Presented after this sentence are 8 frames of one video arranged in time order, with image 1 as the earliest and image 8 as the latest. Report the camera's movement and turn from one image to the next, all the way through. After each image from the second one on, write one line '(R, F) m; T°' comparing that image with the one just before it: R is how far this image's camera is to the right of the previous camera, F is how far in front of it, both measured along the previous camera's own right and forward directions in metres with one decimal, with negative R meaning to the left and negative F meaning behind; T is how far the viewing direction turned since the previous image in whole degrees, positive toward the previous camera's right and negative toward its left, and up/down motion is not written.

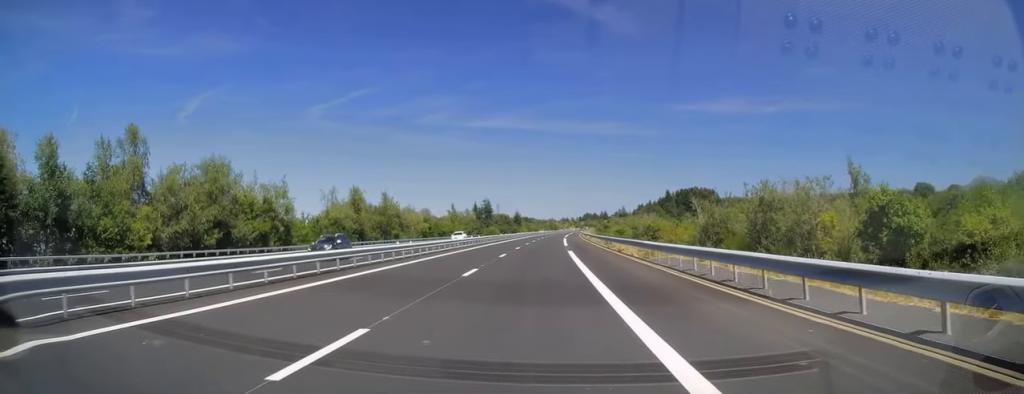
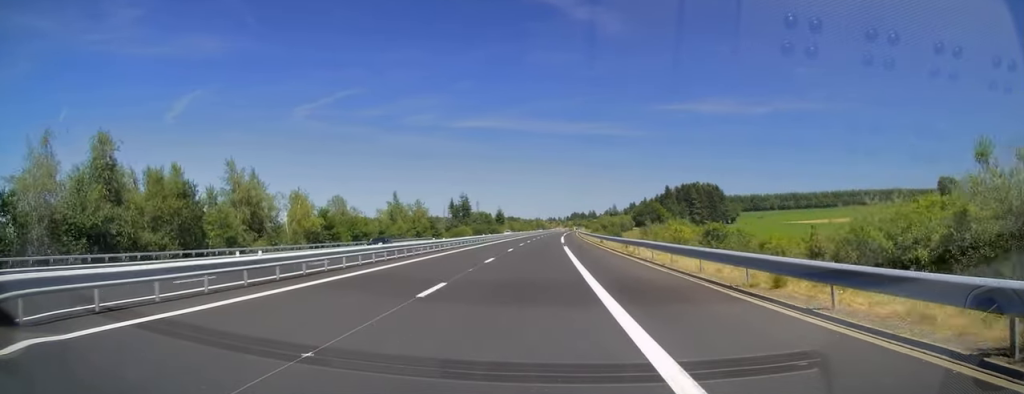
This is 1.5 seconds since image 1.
(+0.6, +45.0) m; +1°
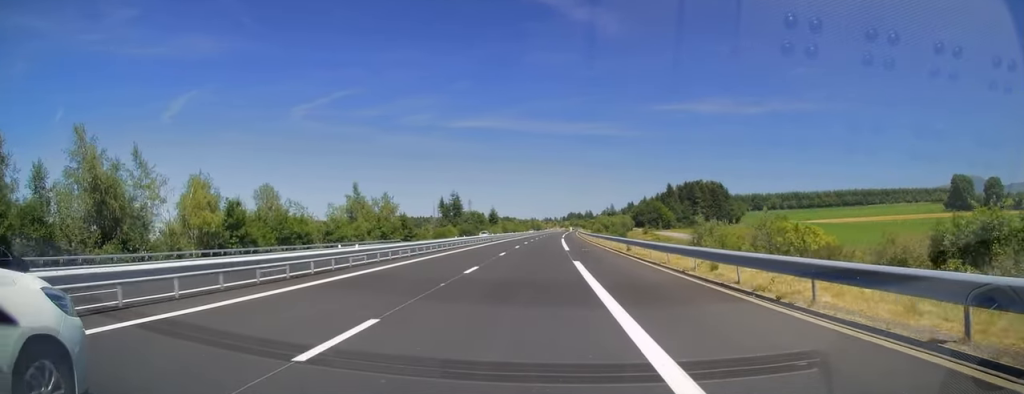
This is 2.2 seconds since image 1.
(0.0, +19.3) m; +1°
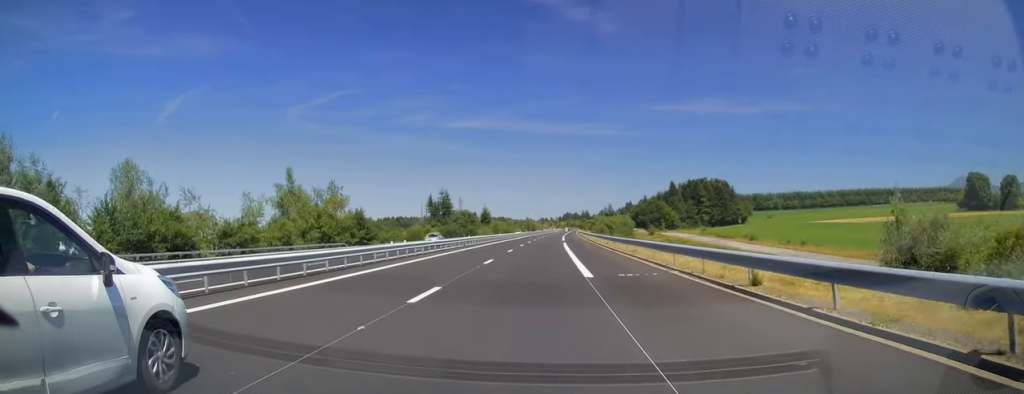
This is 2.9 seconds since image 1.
(+0.3, +20.7) m; 0°
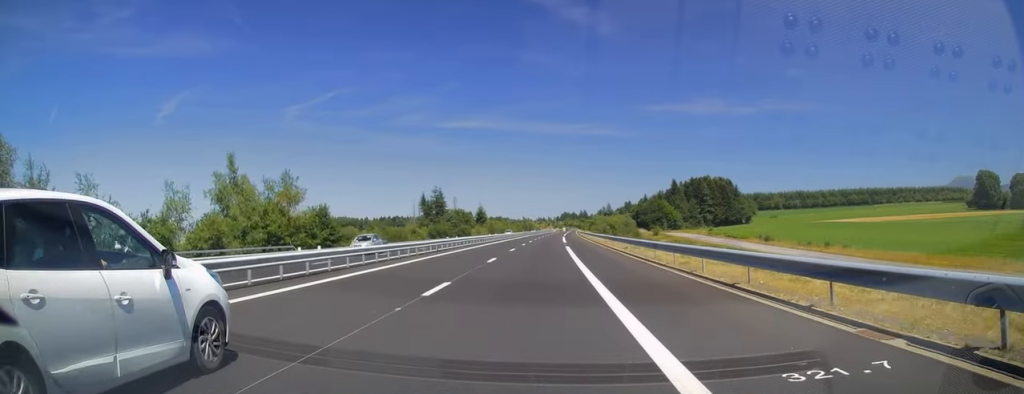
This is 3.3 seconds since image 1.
(+0.1, +11.9) m; 0°
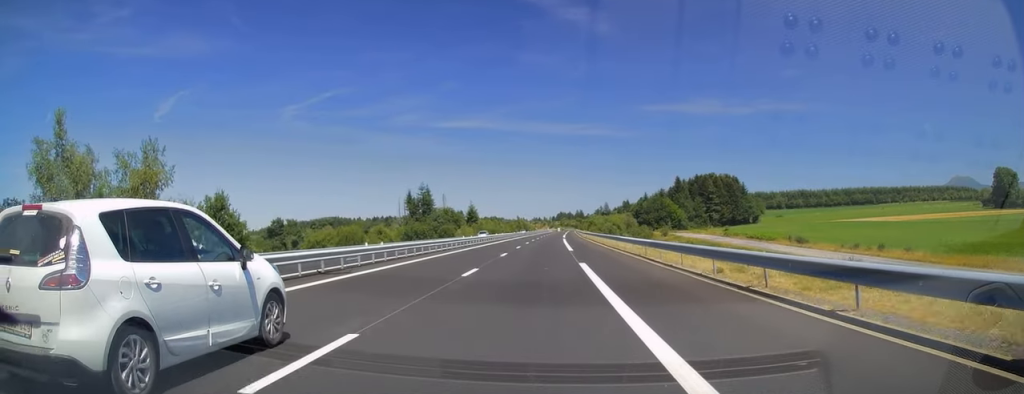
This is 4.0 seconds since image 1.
(-0.2, +20.8) m; 0°
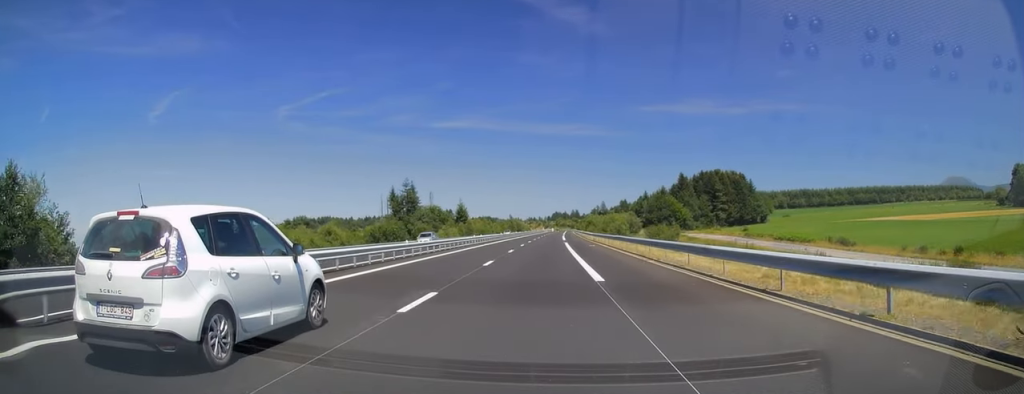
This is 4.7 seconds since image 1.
(+0.1, +20.8) m; +1°
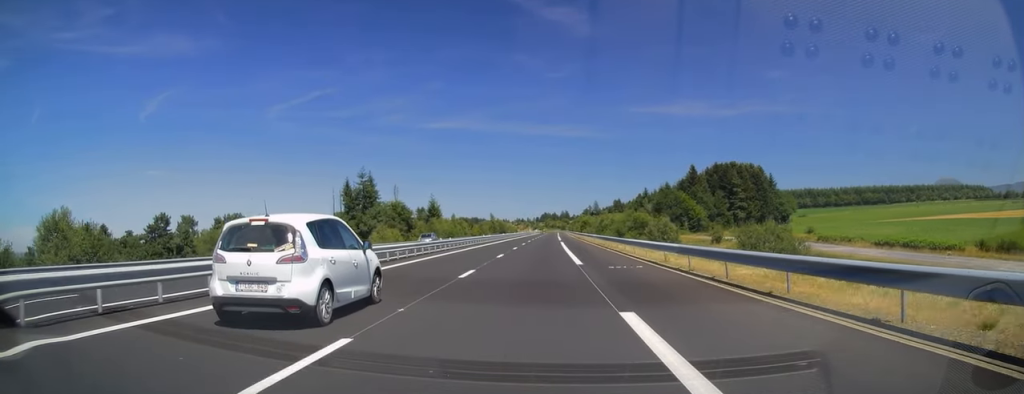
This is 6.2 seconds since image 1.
(+0.8, +44.5) m; +1°
